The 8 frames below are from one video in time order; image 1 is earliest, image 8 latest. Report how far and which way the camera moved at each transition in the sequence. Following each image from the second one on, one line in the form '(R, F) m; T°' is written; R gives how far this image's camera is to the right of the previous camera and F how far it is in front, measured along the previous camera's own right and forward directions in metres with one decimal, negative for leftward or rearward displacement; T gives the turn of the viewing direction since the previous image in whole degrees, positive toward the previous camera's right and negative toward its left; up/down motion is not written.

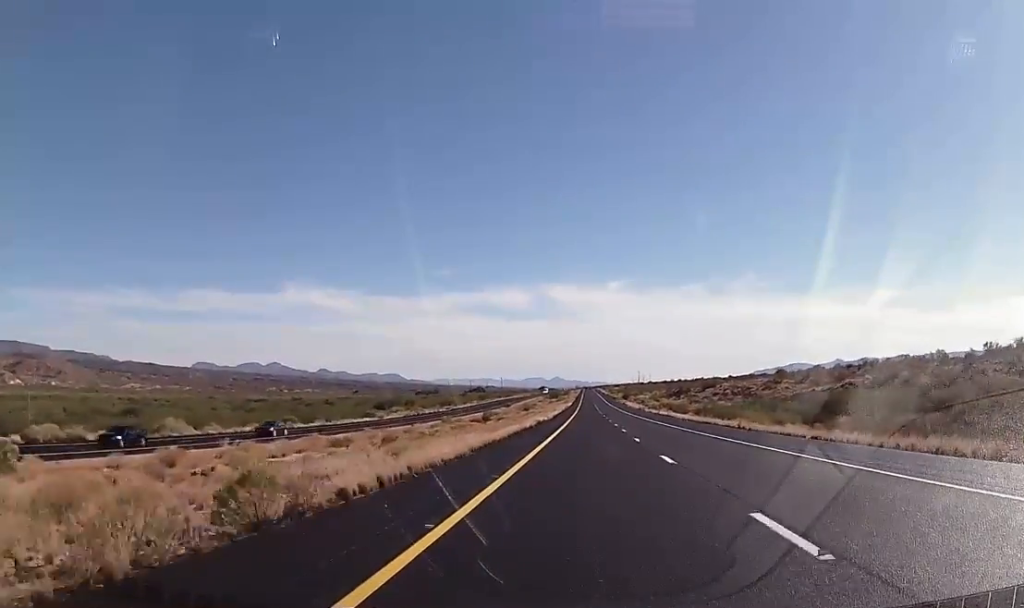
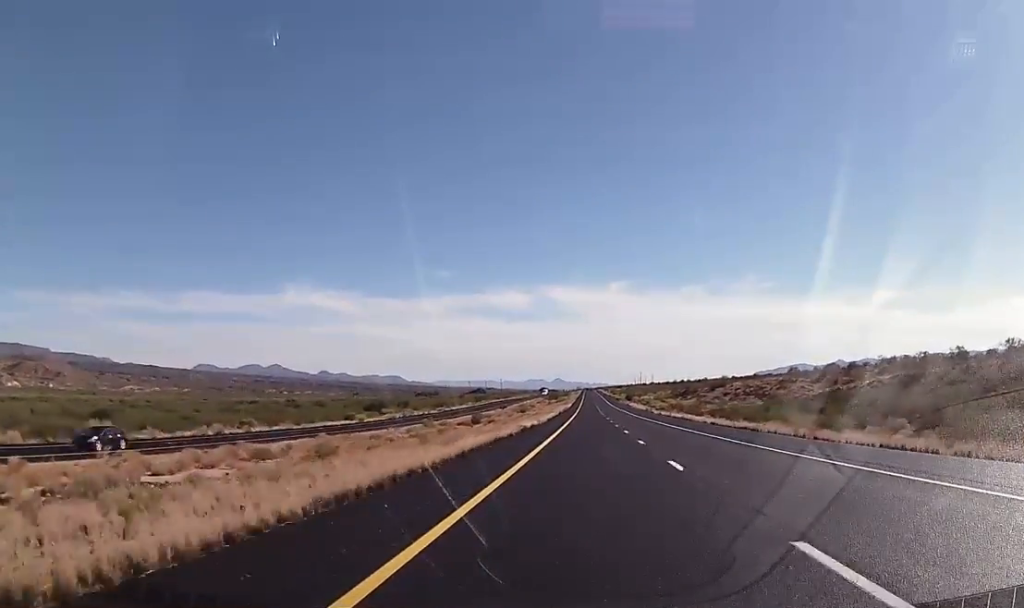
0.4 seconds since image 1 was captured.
(+0.2, +14.3) m; 0°
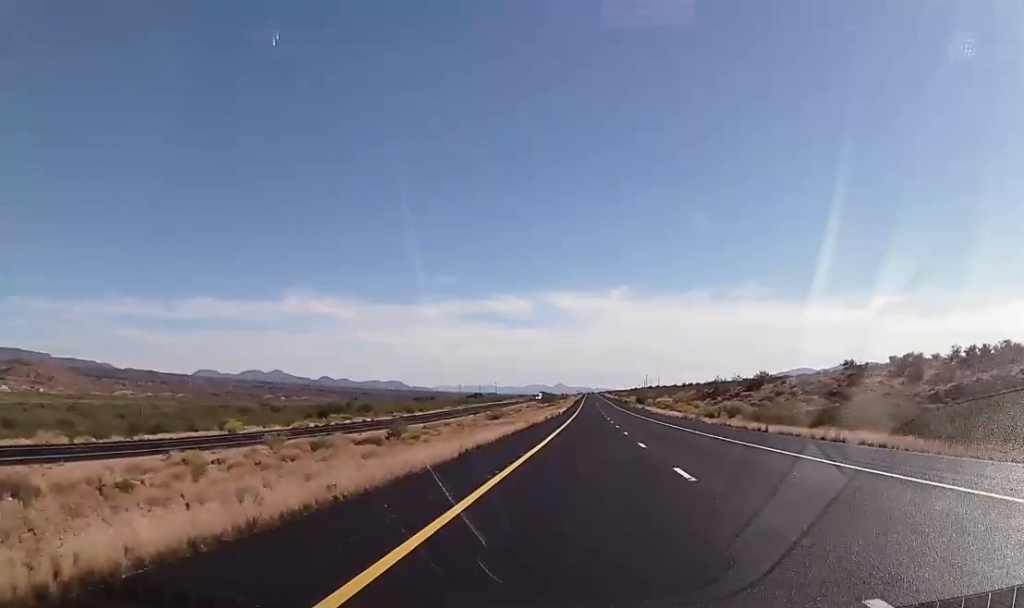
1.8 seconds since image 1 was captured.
(+0.3, +50.9) m; 0°
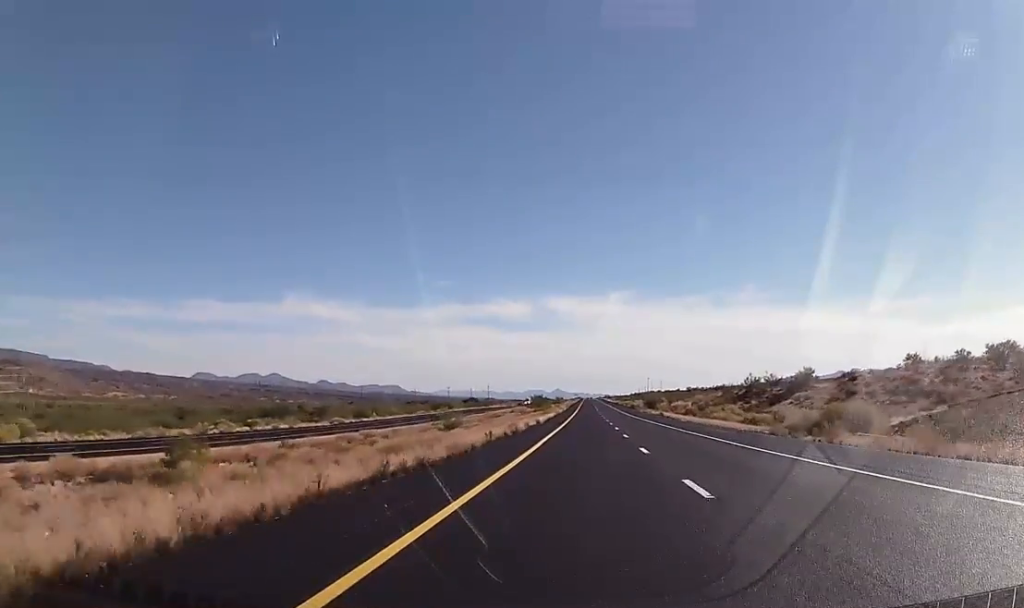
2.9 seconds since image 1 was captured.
(-0.4, +39.0) m; 0°
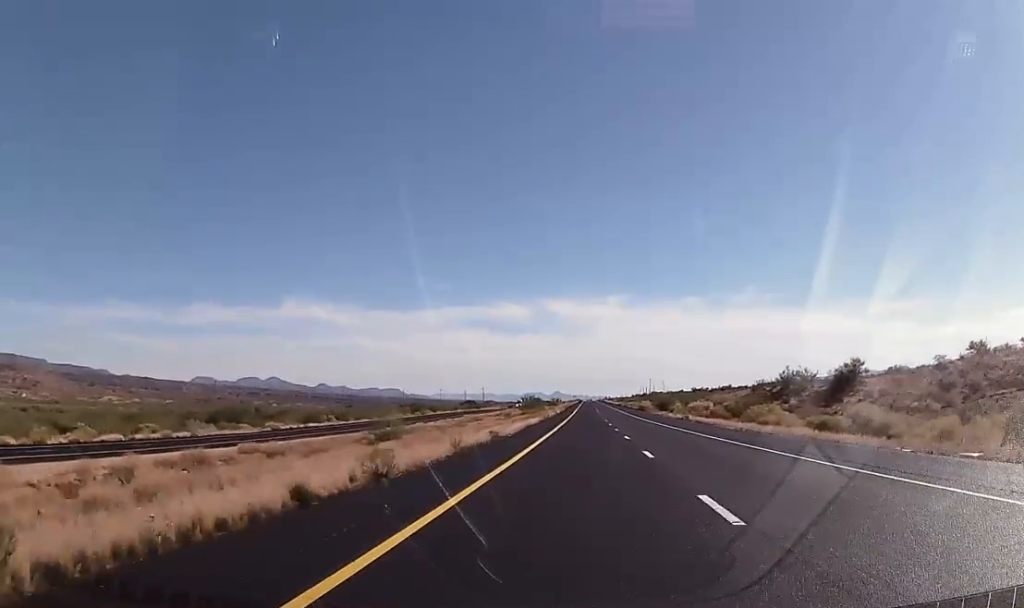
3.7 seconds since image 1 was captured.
(+0.2, +27.1) m; +1°
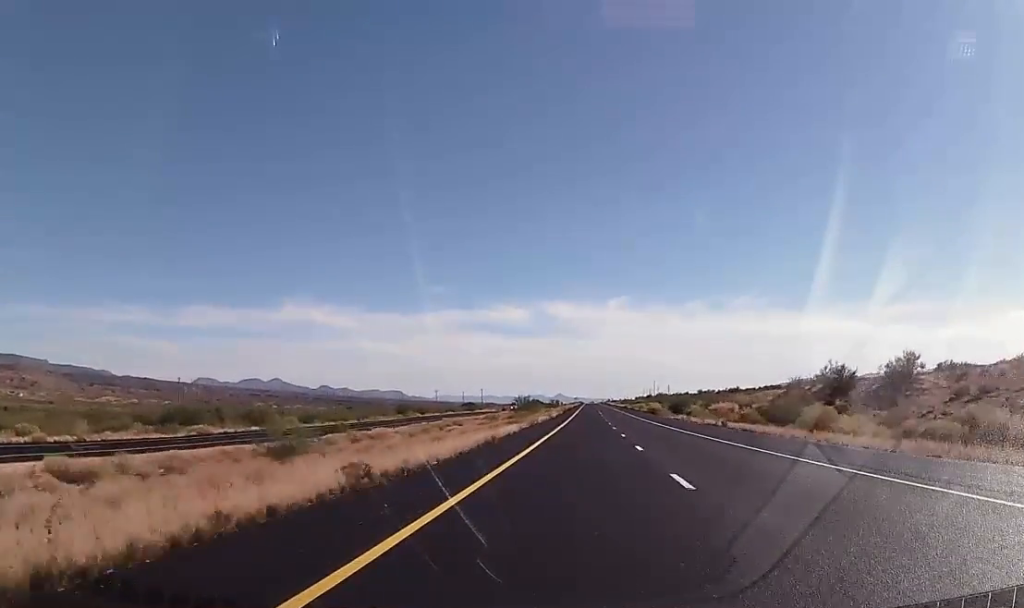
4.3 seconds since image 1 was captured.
(+0.1, +20.1) m; 0°
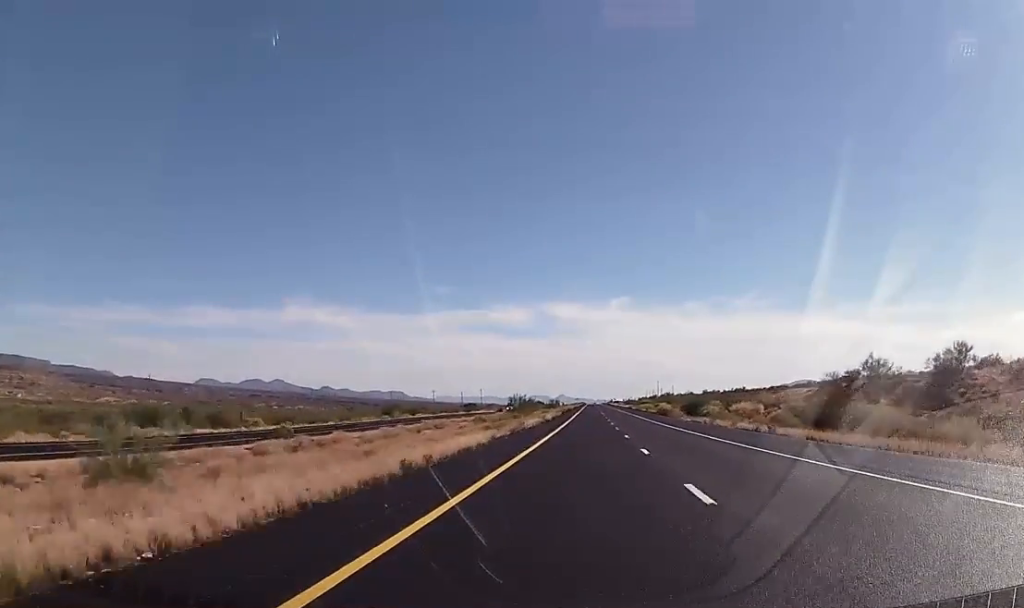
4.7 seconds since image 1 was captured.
(+0.1, +14.2) m; 0°
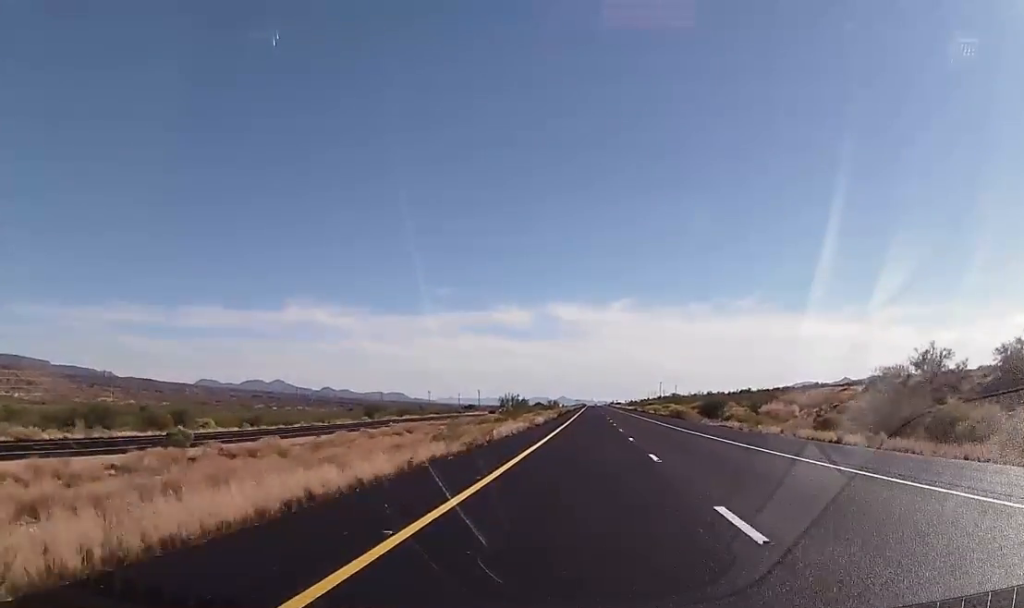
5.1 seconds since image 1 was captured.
(0.0, +15.3) m; 0°
